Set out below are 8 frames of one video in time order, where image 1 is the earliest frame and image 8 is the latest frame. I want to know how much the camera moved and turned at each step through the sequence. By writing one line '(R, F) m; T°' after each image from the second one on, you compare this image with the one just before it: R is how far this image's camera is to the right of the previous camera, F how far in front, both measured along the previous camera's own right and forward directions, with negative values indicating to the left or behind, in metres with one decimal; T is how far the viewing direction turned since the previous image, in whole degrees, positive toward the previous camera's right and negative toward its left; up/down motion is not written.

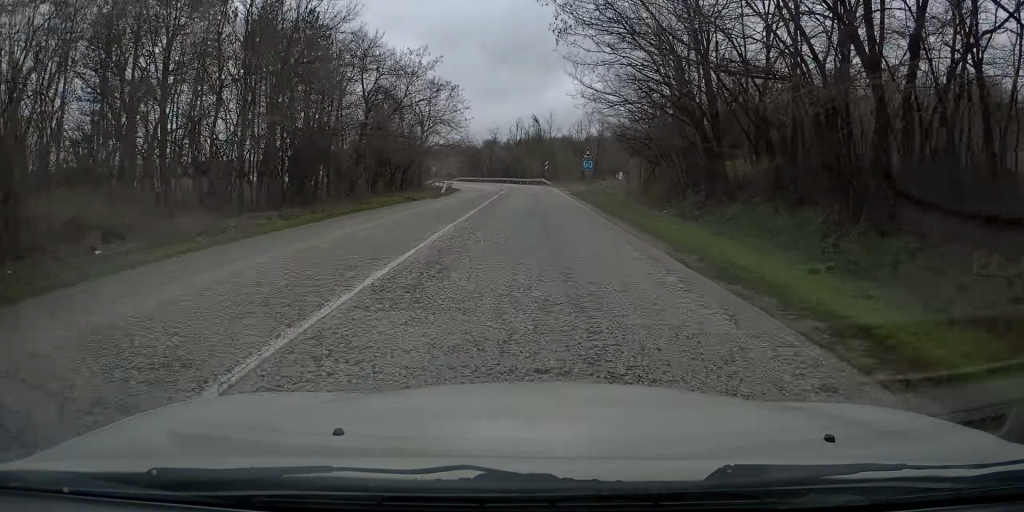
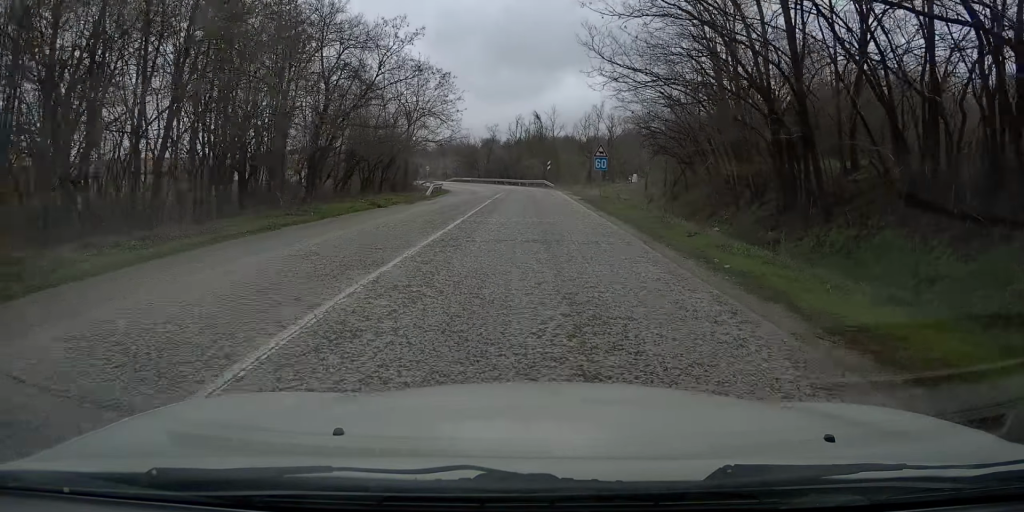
(0.0, +7.8) m; 0°
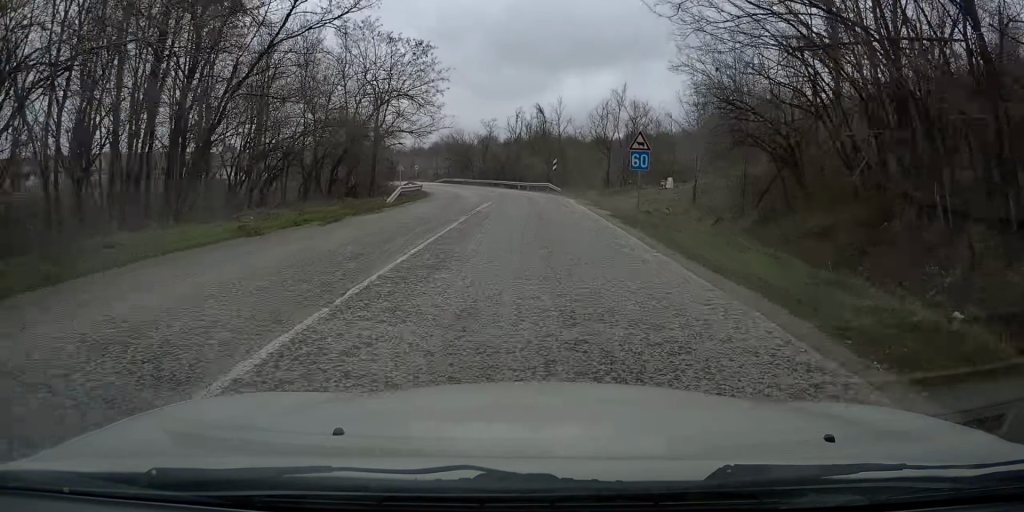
(0.0, +12.5) m; 0°
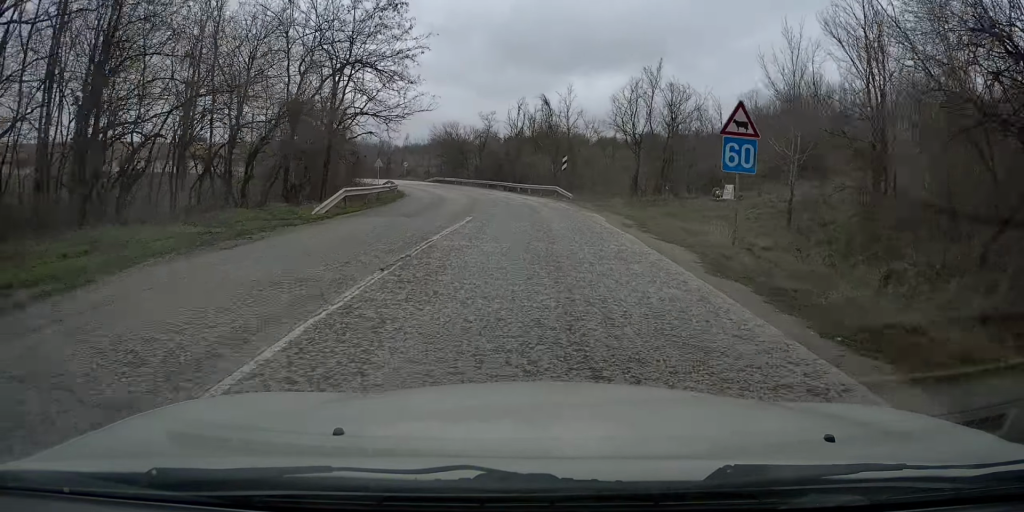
(0.0, +11.2) m; 0°
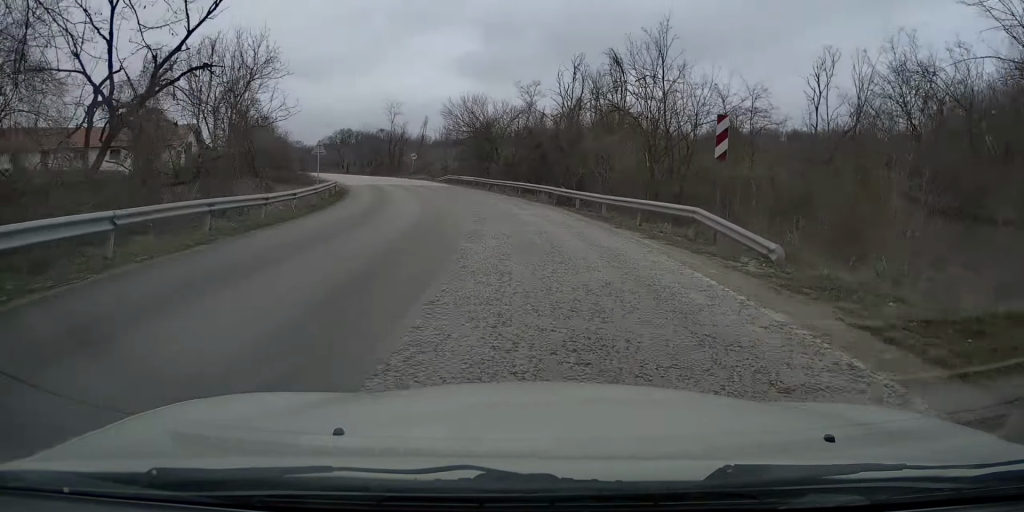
(-0.2, +27.7) m; -2°
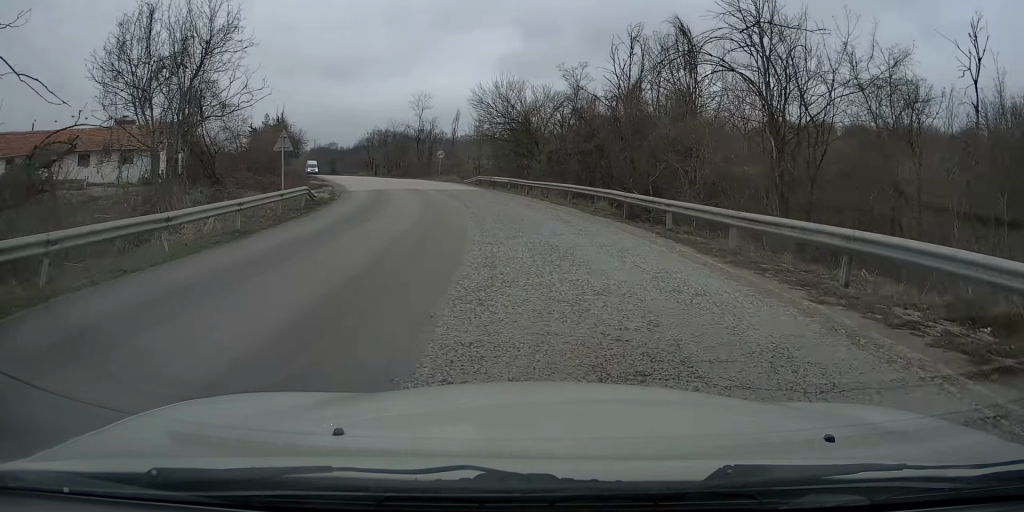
(-0.1, +9.9) m; -2°
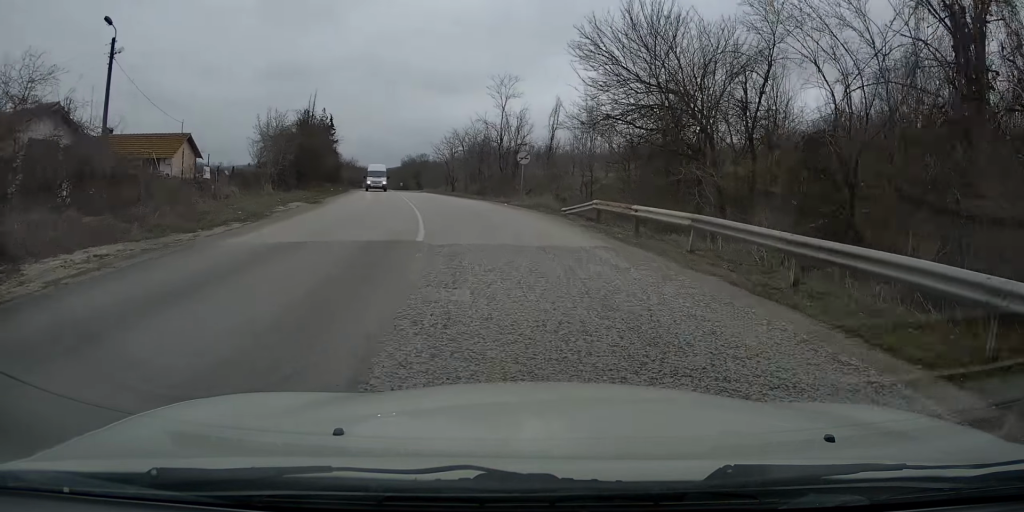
(-1.4, +25.1) m; -9°
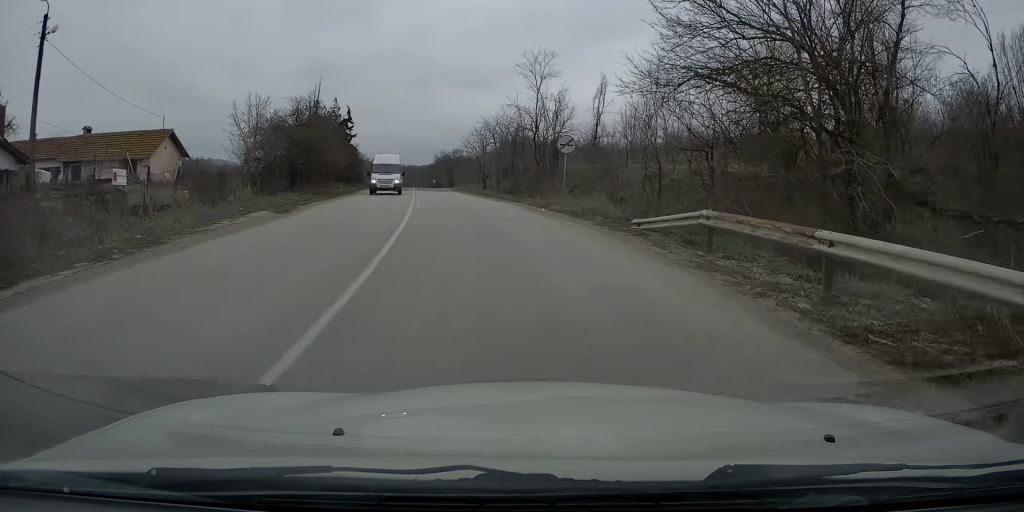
(-0.6, +8.7) m; -3°
